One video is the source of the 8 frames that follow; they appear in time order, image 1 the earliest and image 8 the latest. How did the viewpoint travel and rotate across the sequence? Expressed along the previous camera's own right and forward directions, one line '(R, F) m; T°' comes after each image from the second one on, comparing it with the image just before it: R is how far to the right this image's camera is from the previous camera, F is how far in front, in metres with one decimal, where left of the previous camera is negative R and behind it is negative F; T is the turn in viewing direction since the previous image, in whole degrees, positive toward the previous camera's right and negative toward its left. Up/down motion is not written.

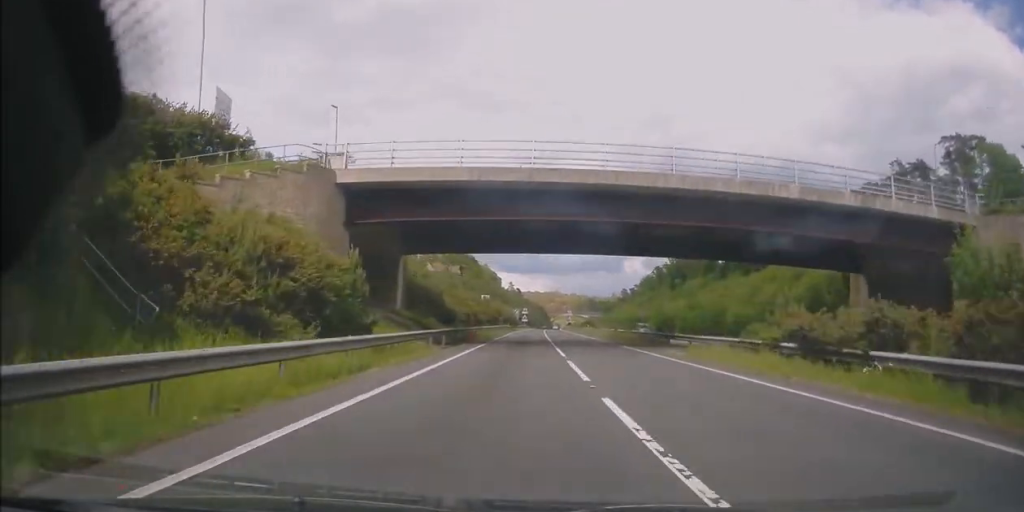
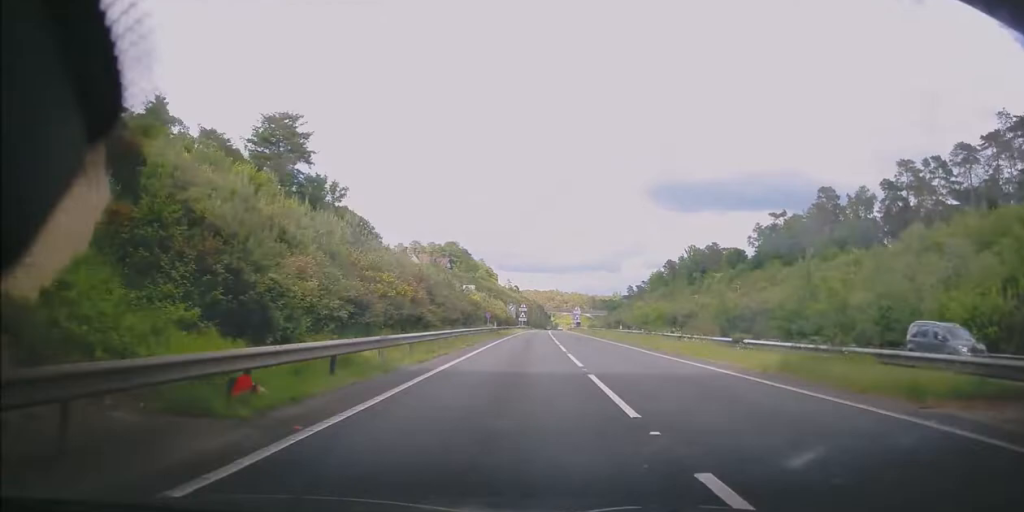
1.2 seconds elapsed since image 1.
(-0.1, +33.6) m; 0°
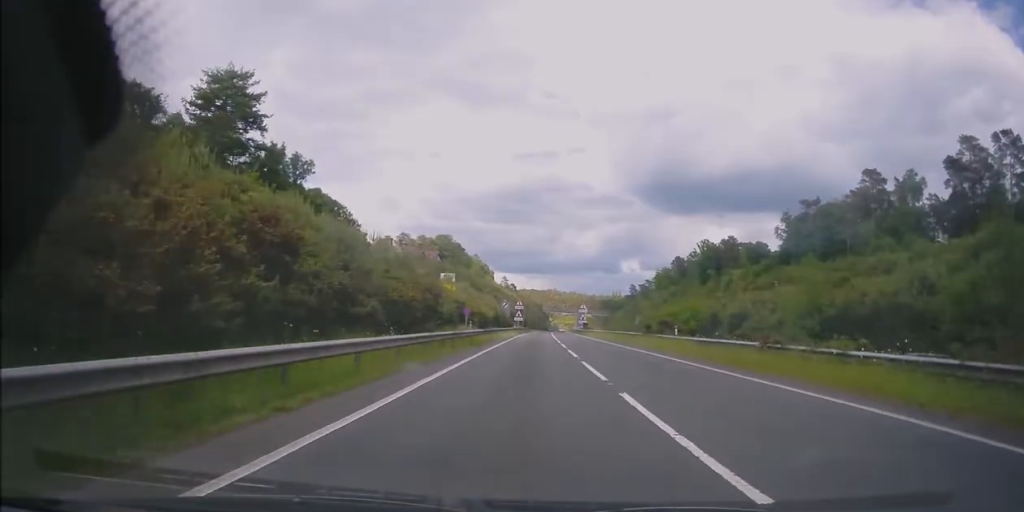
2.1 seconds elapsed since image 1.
(+0.1, +22.8) m; +1°
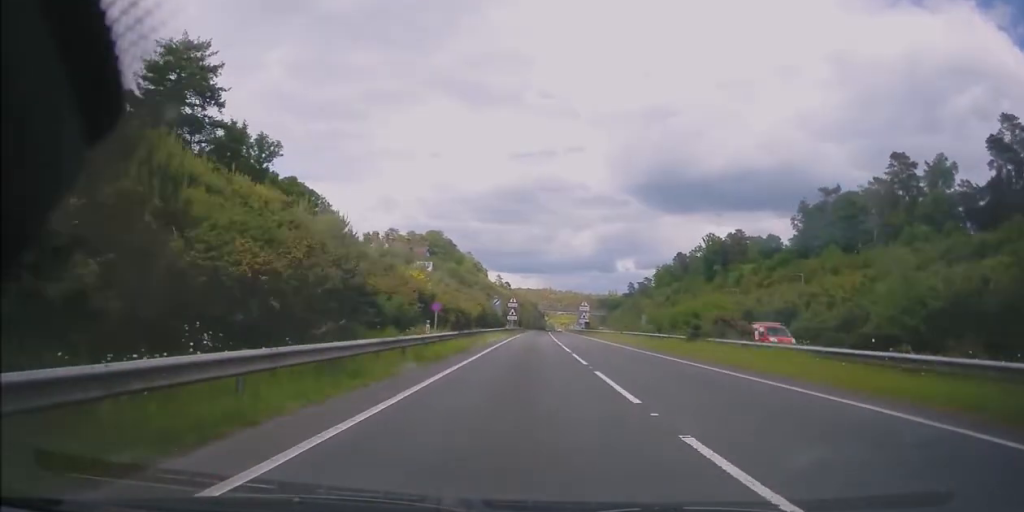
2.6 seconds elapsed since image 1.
(0.0, +13.8) m; 0°
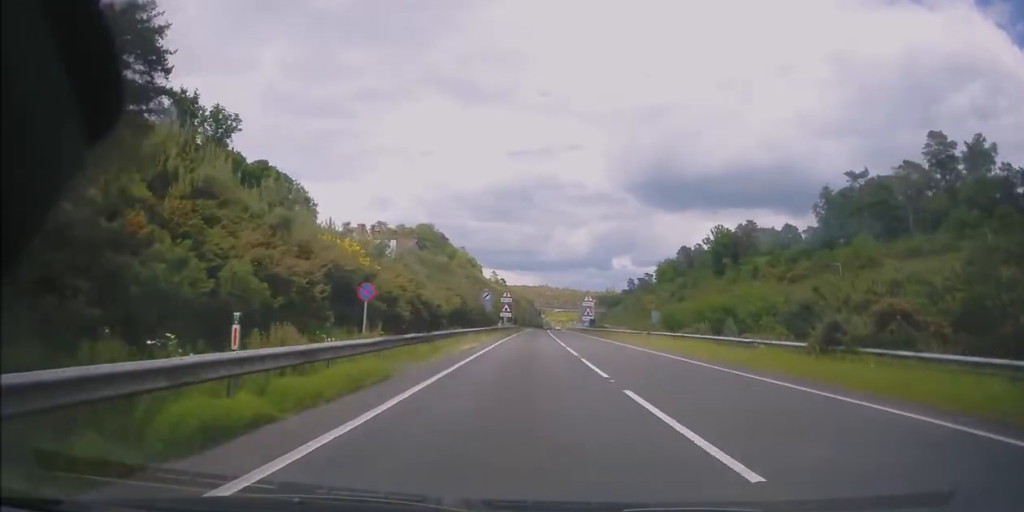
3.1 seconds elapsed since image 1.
(+0.1, +14.8) m; 0°
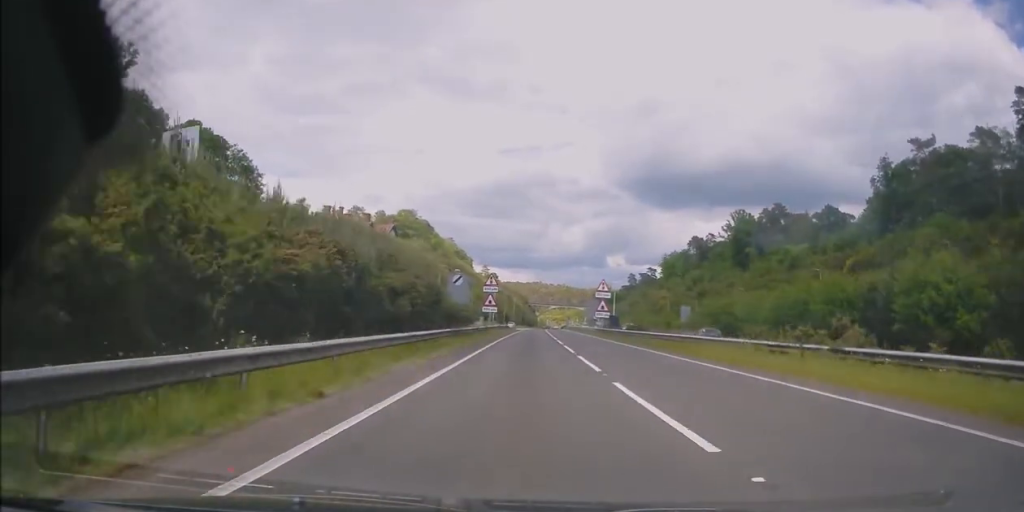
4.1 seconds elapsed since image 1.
(-0.1, +27.5) m; 0°
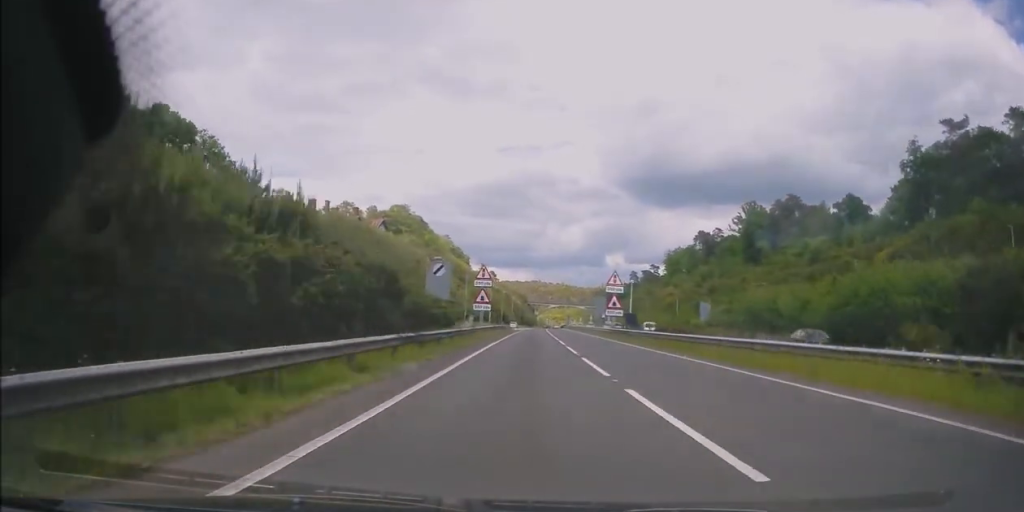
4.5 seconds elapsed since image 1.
(0.0, +10.9) m; 0°
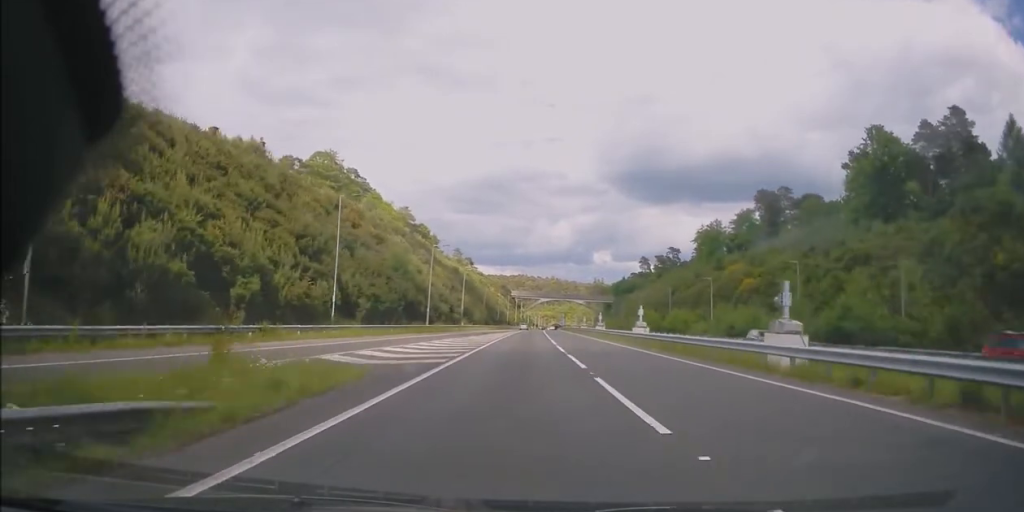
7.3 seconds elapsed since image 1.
(+1.9, +74.3) m; +2°
